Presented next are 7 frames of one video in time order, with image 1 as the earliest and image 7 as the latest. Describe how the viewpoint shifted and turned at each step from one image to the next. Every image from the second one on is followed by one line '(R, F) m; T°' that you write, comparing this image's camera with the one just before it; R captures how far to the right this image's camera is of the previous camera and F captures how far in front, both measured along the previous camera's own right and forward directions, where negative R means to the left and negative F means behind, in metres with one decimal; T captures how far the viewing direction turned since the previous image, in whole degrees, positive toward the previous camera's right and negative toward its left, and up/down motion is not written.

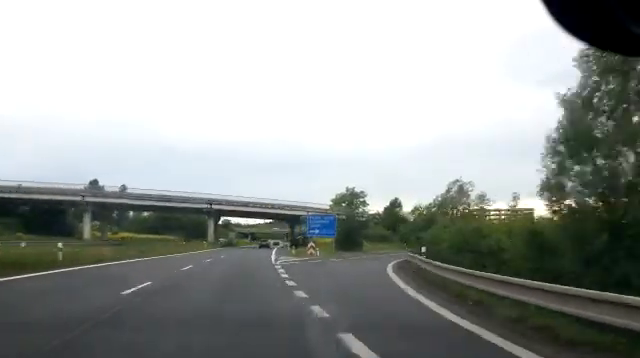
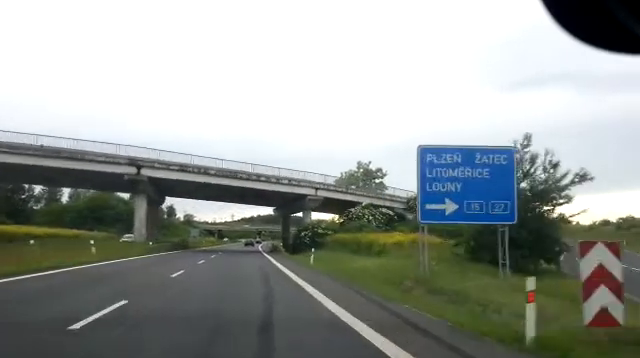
(+0.8, +39.0) m; +2°
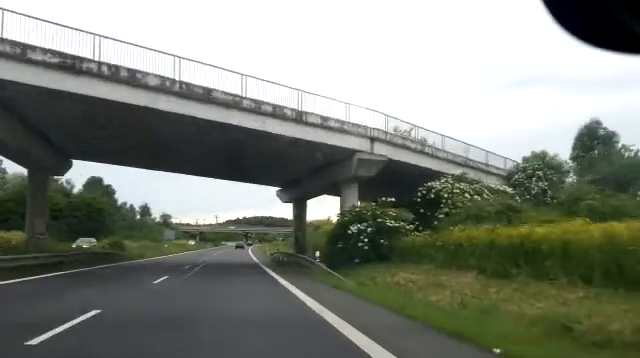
(+0.6, +26.3) m; +3°
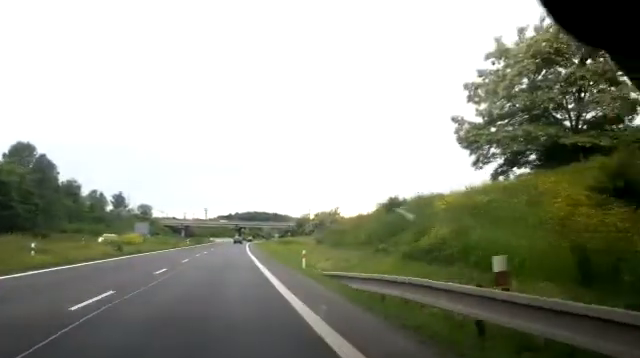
(+0.7, +31.7) m; +1°
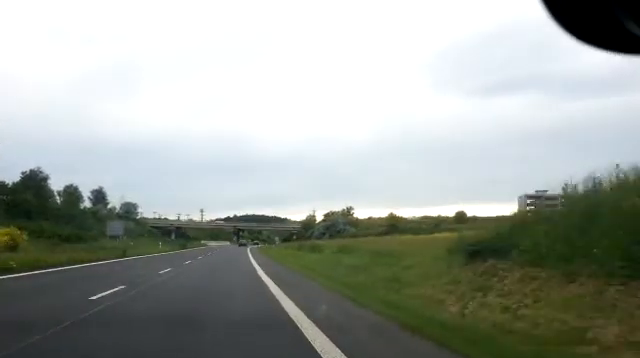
(0.0, +24.4) m; 0°
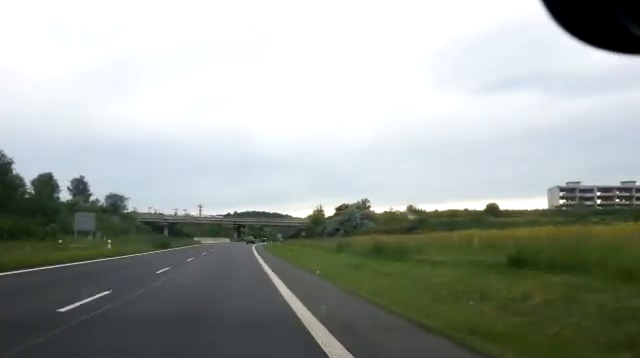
(0.0, +19.8) m; +1°
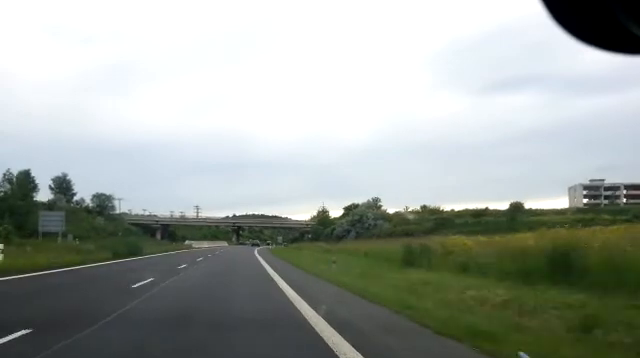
(+0.2, +13.4) m; +1°
